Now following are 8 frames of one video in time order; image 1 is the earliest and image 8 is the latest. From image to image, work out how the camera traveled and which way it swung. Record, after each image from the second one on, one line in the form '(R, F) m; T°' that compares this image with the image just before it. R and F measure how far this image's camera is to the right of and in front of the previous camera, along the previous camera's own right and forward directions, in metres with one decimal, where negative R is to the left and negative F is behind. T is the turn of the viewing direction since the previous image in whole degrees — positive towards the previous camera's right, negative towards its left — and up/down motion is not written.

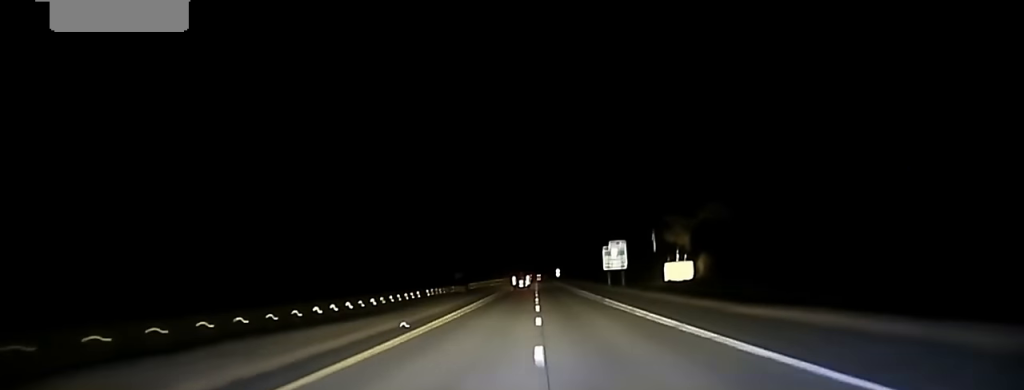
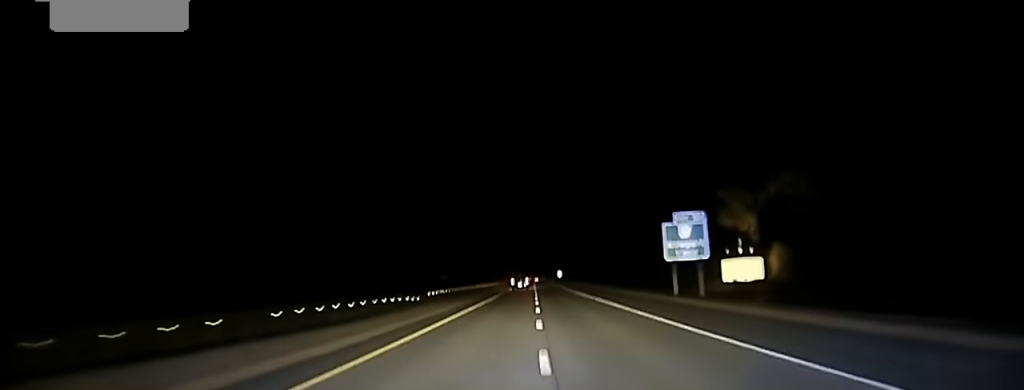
(+0.2, +65.0) m; 0°
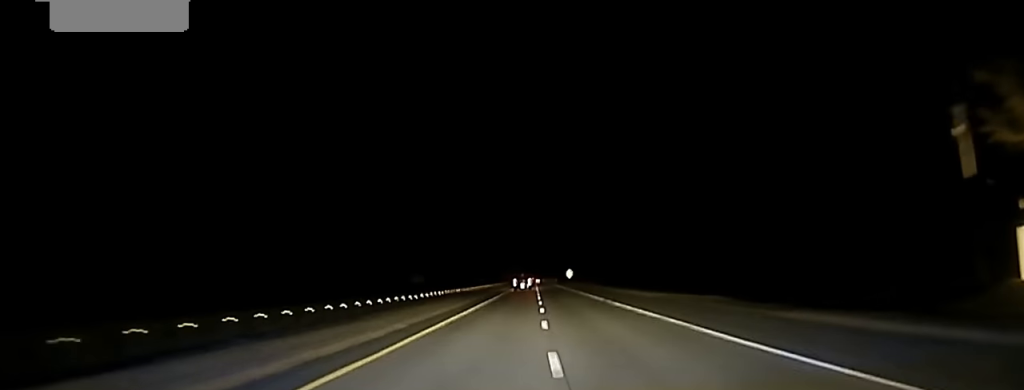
(0.0, +82.8) m; 0°
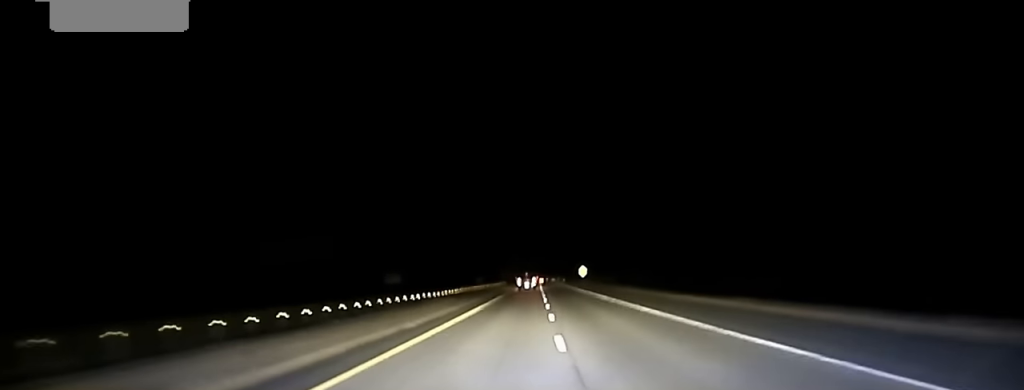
(-0.1, +57.8) m; 0°
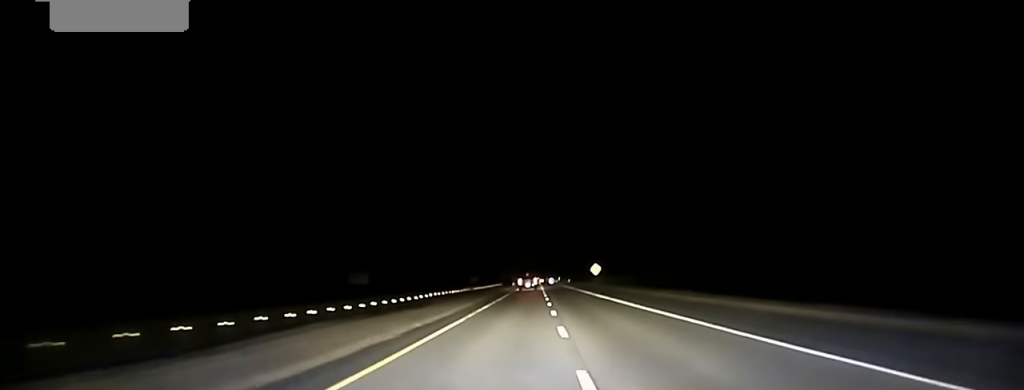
(-0.3, +44.2) m; 0°
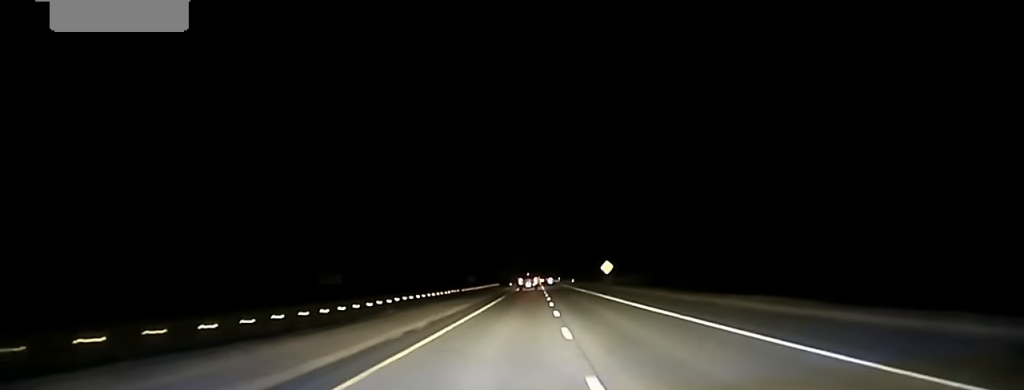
(0.0, +26.8) m; 0°
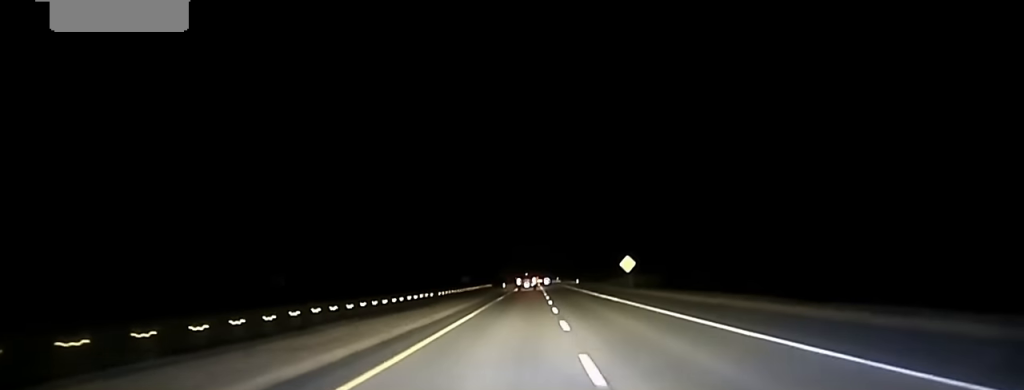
(-0.1, +30.7) m; 0°
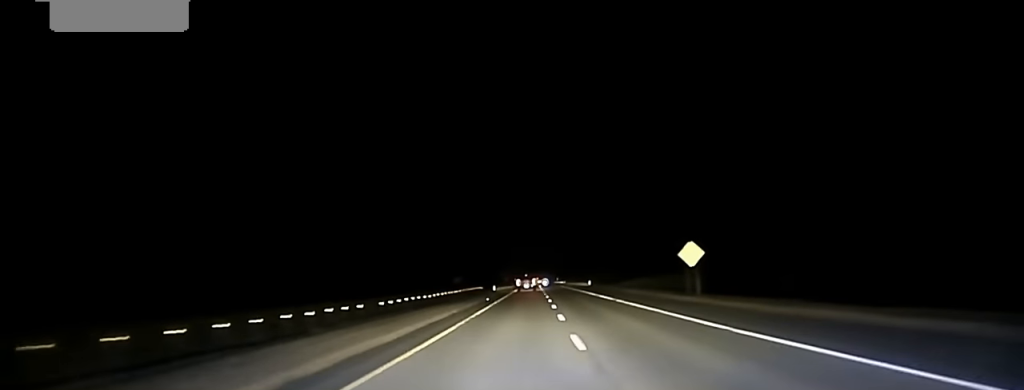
(+0.2, +43.3) m; 0°
